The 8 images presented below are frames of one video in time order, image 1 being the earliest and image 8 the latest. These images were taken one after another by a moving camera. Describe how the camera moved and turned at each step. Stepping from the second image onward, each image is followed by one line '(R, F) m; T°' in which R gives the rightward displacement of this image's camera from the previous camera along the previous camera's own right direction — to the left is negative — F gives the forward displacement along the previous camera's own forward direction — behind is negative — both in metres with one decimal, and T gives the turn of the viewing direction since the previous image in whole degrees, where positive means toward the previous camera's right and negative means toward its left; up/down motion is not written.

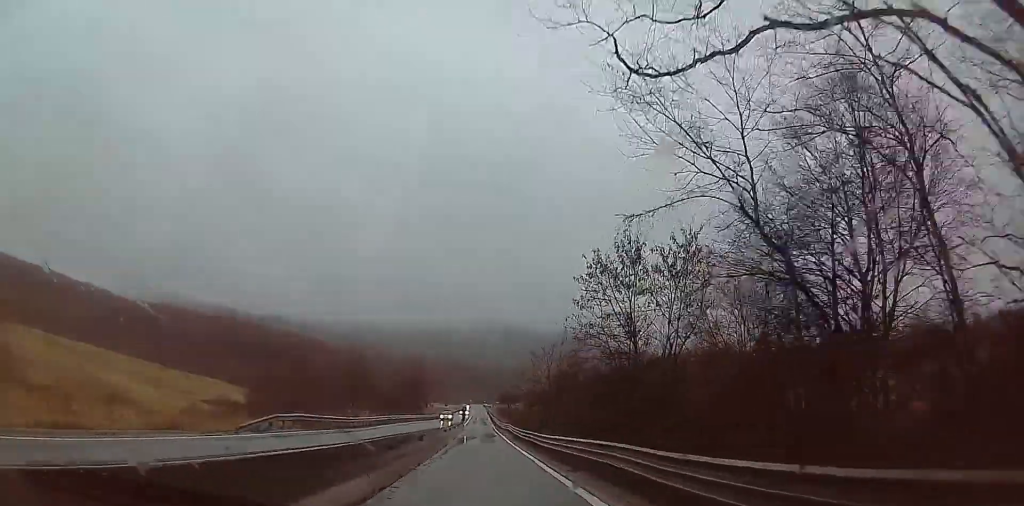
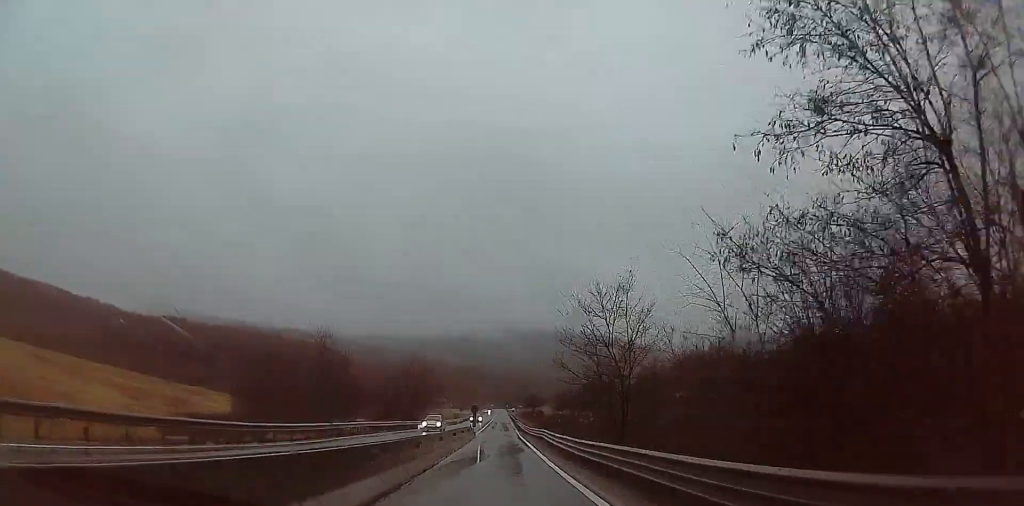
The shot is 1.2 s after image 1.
(+0.3, +21.0) m; -2°
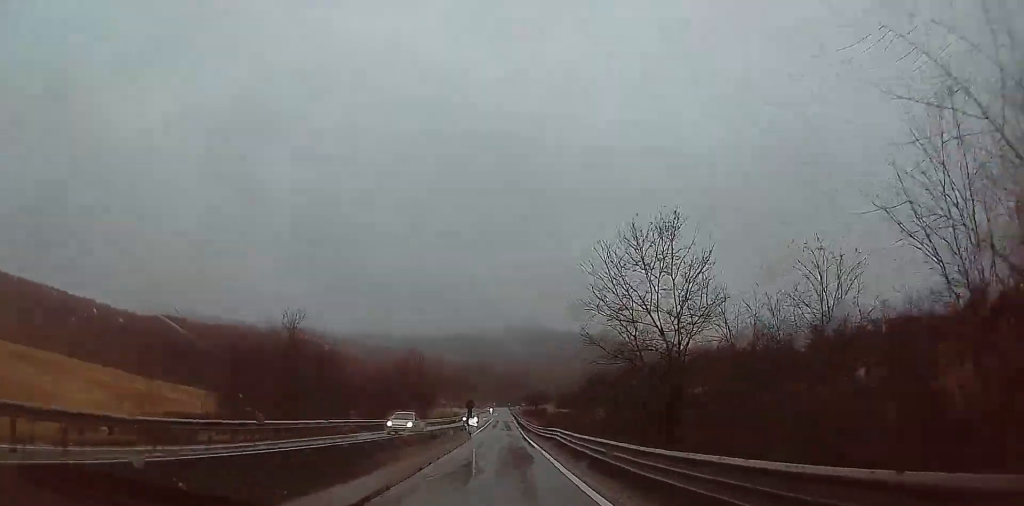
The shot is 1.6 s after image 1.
(+0.1, +8.7) m; -2°
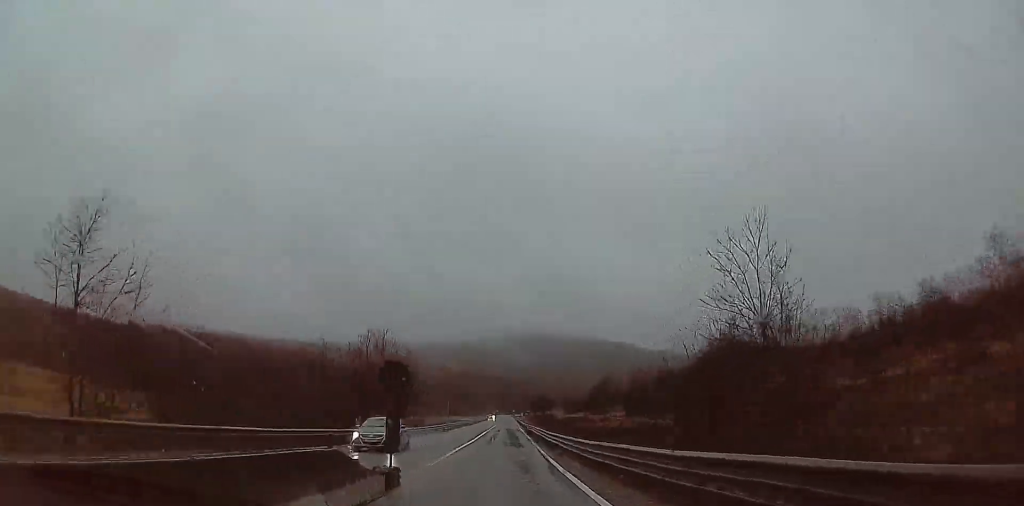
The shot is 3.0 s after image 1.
(-1.5, +26.3) m; -2°
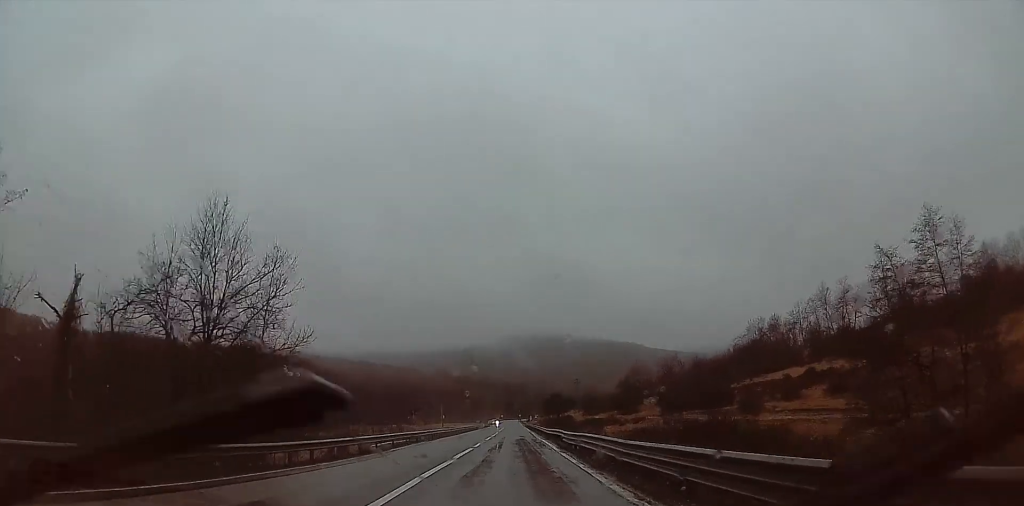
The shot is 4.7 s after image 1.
(+0.7, +37.8) m; +1°
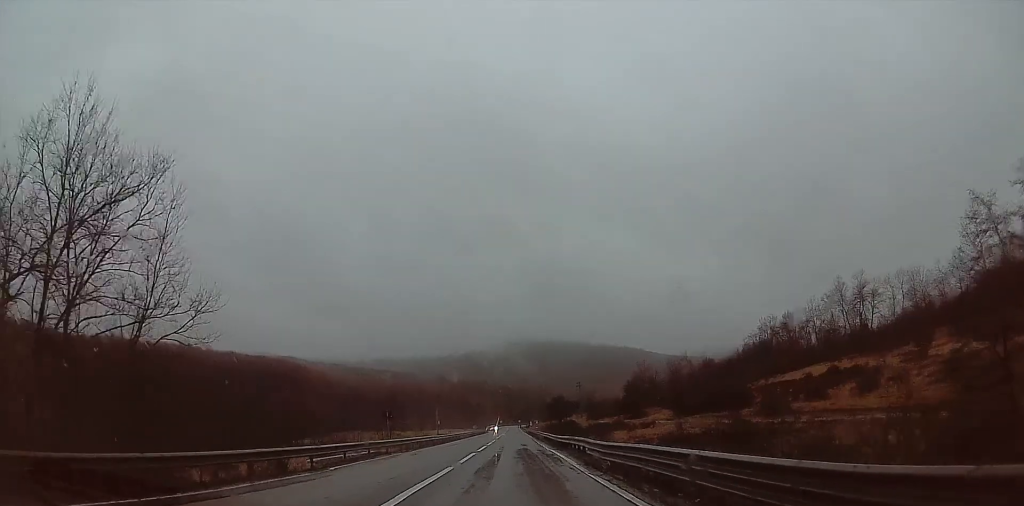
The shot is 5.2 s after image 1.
(0.0, +10.4) m; 0°
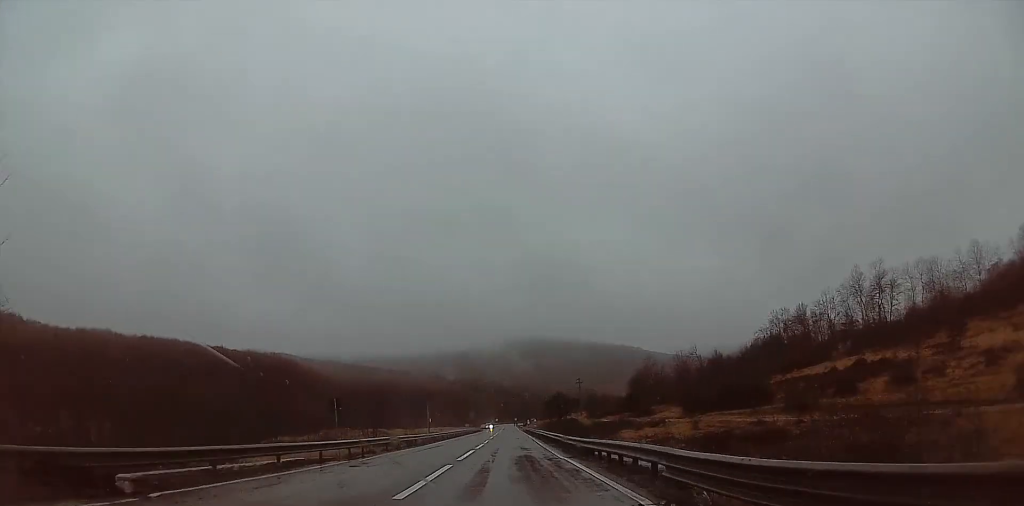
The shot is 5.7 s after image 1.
(0.0, +11.3) m; 0°
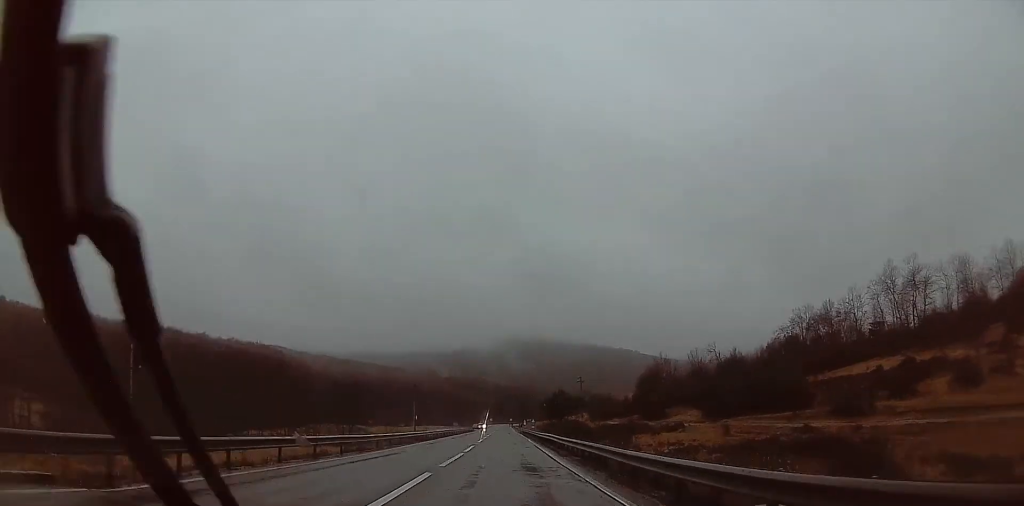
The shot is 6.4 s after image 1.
(0.0, +16.1) m; 0°
